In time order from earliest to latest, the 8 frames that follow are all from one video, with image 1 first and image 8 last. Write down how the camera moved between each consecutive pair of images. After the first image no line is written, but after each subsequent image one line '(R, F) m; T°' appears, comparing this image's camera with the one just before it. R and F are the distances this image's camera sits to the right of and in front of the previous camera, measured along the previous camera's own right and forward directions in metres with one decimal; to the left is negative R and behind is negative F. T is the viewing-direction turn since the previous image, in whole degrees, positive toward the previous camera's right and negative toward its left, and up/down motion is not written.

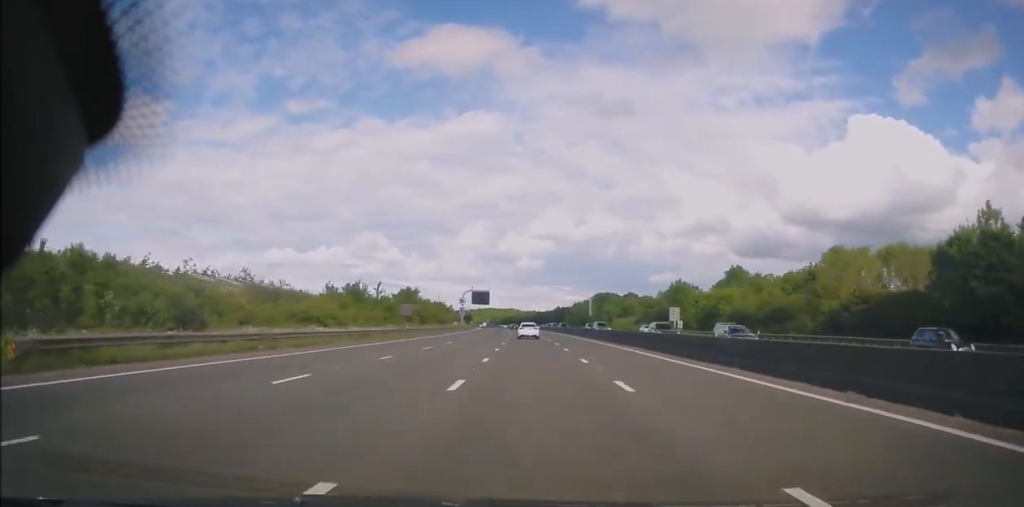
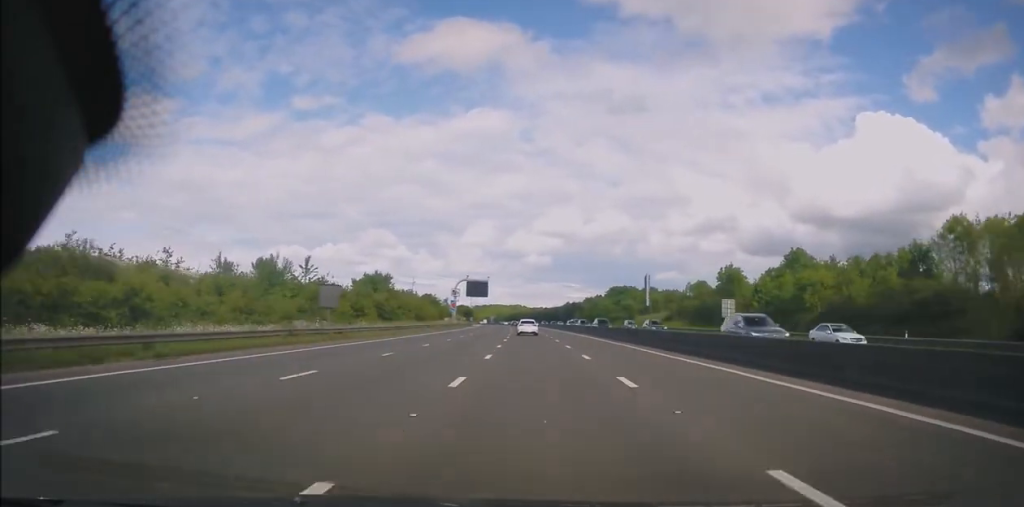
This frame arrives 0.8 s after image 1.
(-0.2, +26.5) m; 0°
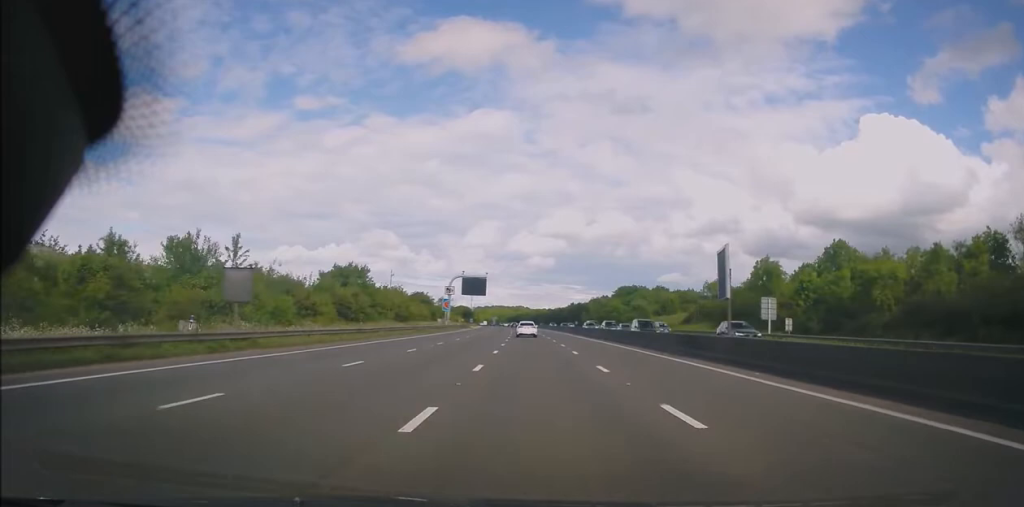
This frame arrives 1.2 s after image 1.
(0.0, +13.3) m; -1°
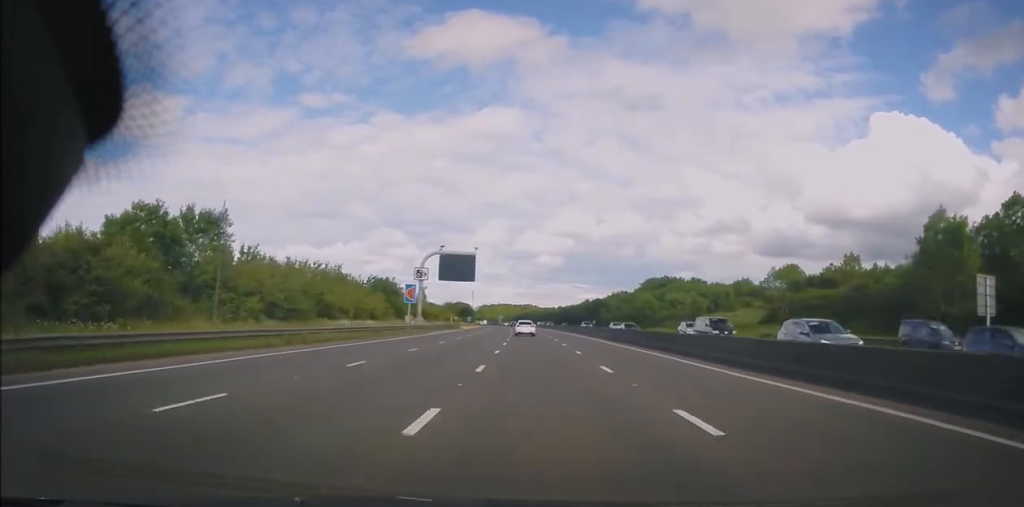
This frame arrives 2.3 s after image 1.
(-0.5, +35.3) m; -2°
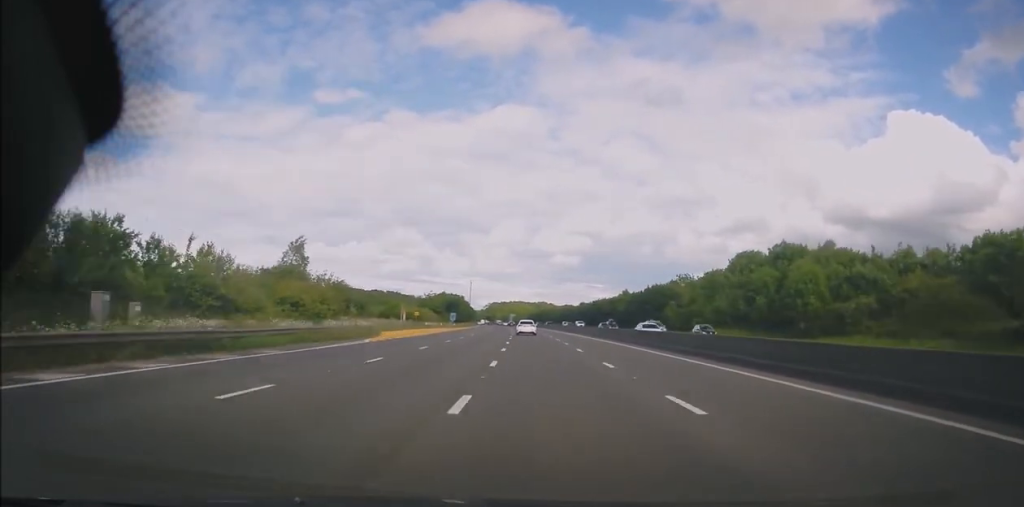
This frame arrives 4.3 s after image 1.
(-0.1, +68.7) m; 0°
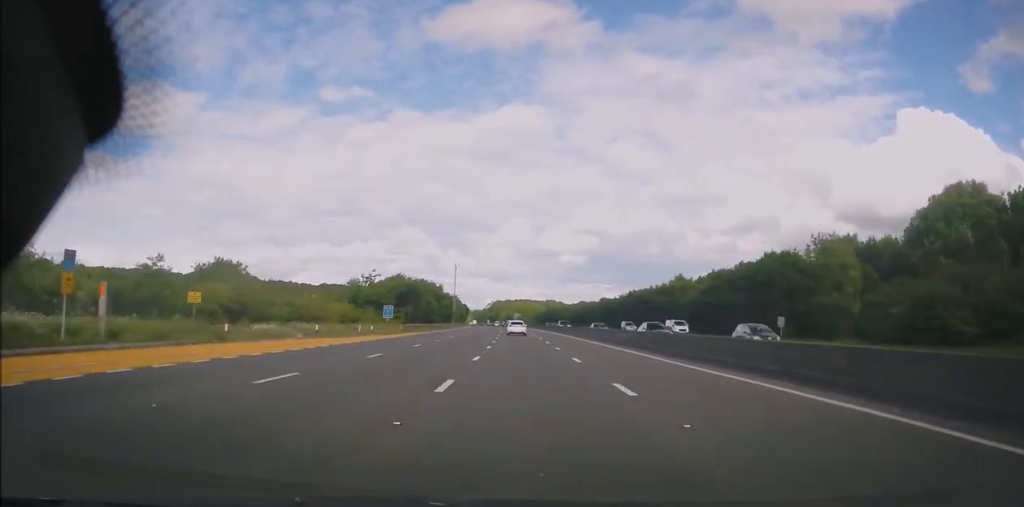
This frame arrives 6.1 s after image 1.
(-0.9, +59.4) m; -1°
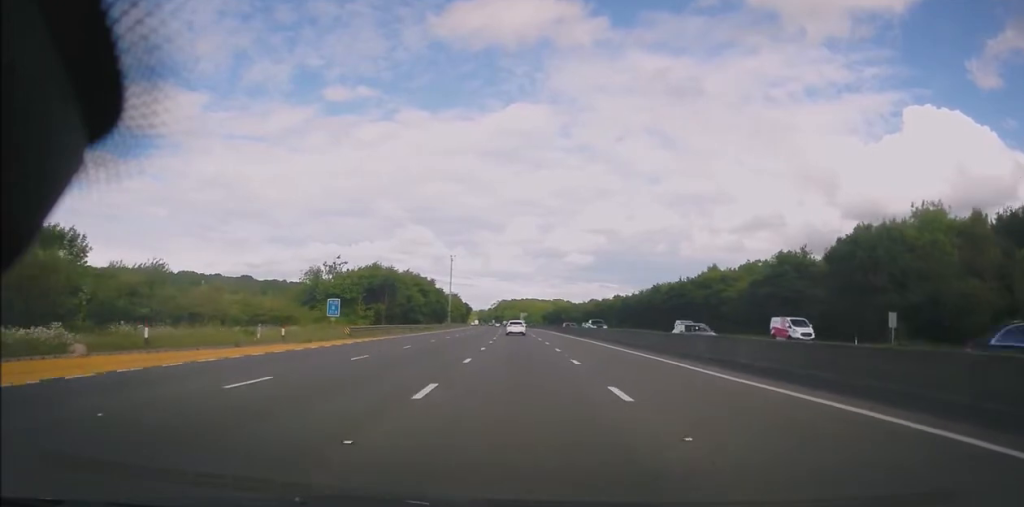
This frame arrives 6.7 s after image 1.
(0.0, +19.2) m; 0°
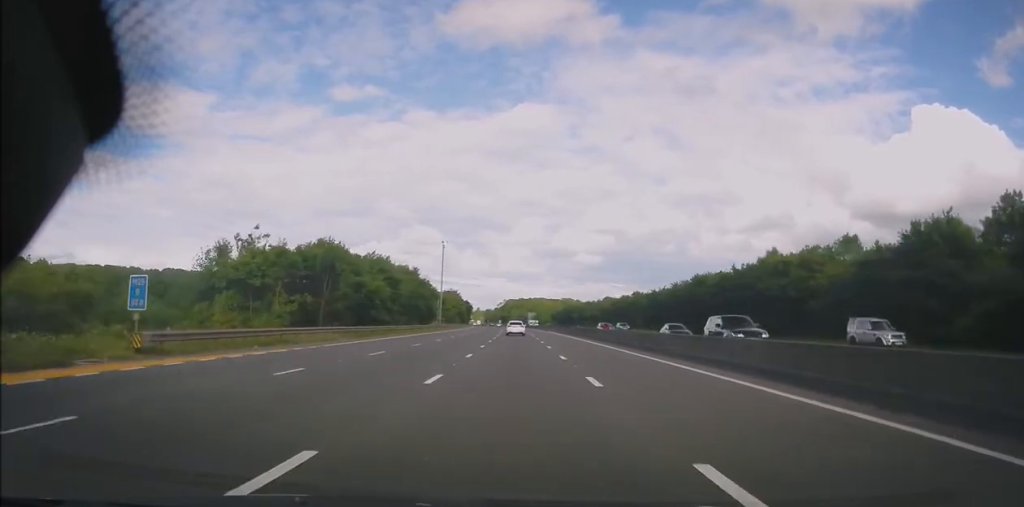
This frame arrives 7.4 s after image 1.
(0.0, +23.7) m; -1°
